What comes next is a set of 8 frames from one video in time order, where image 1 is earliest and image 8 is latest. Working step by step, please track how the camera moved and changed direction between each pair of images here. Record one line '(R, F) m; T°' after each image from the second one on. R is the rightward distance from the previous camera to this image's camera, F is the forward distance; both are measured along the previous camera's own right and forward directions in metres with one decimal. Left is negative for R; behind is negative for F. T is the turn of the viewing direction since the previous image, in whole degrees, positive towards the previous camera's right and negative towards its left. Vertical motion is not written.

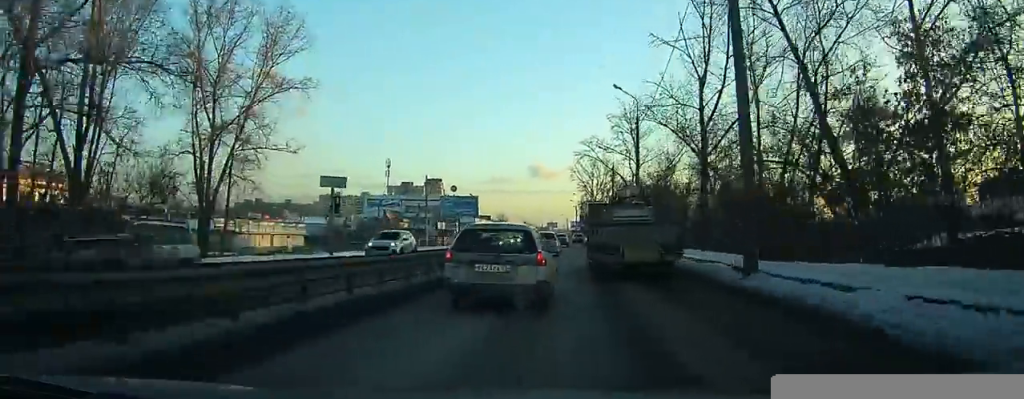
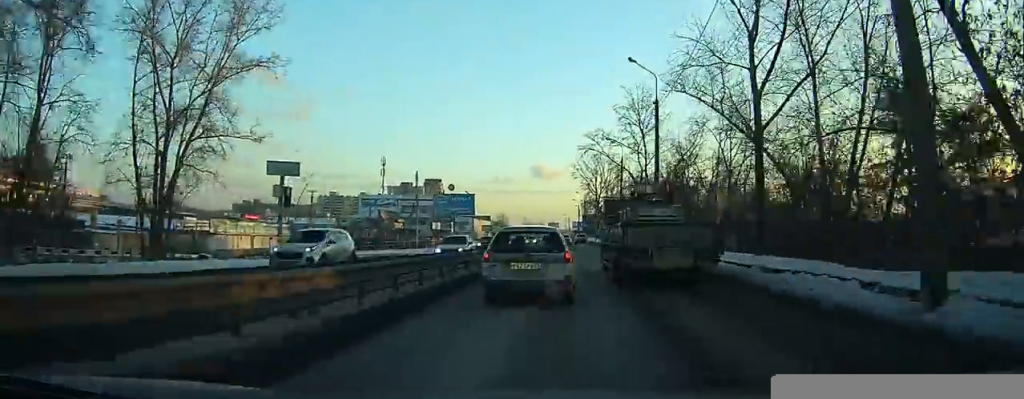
(0.0, +5.9) m; 0°
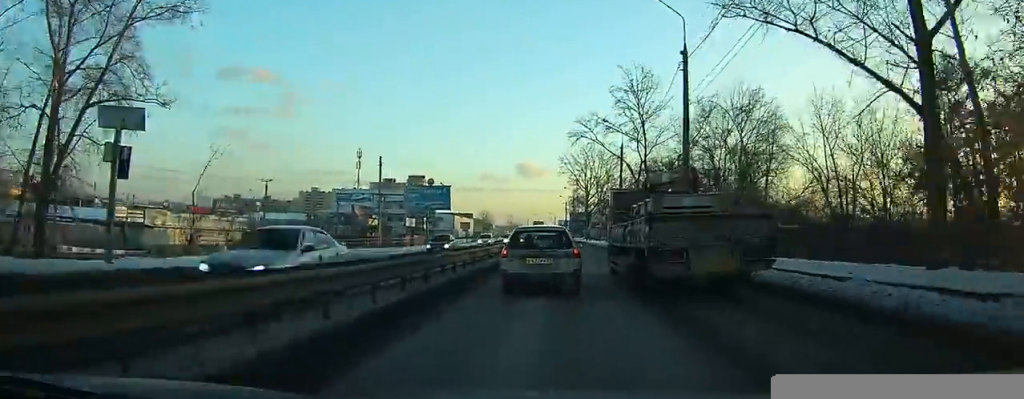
(-0.1, +8.9) m; -1°
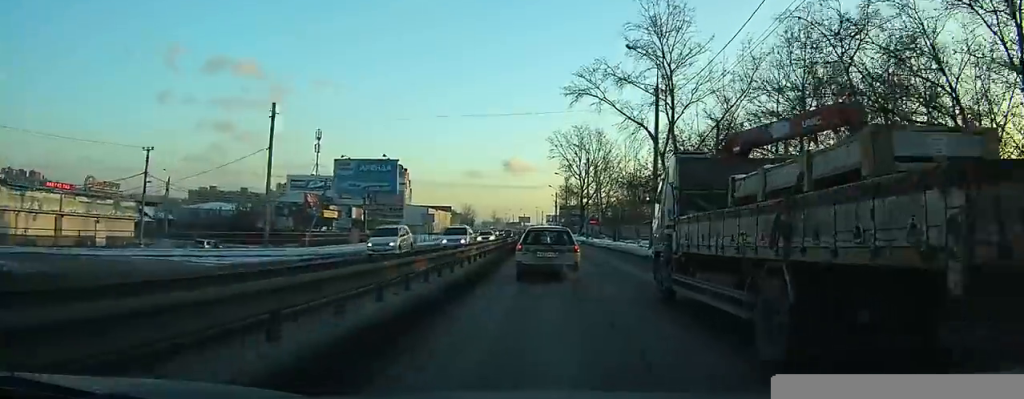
(0.0, +19.8) m; 0°
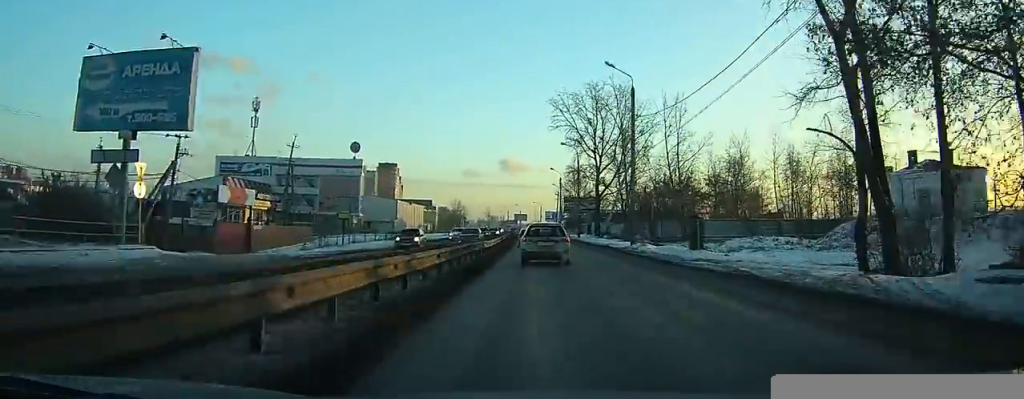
(+0.2, +31.2) m; +1°
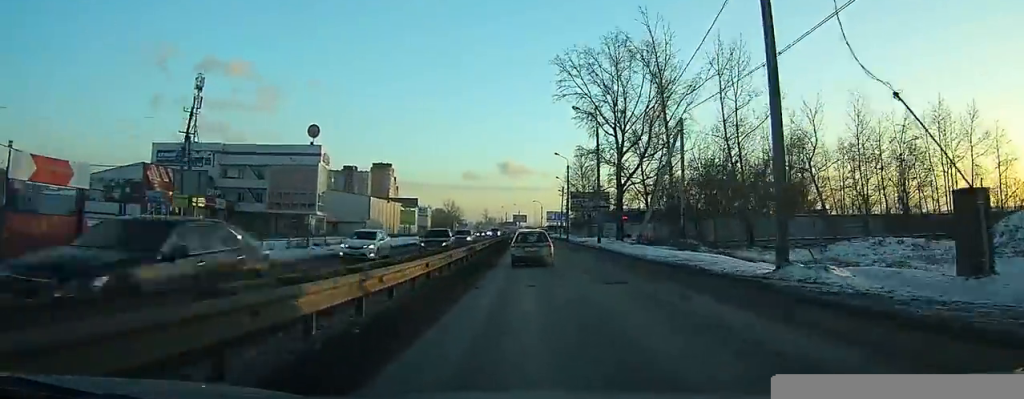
(+0.1, +20.2) m; 0°
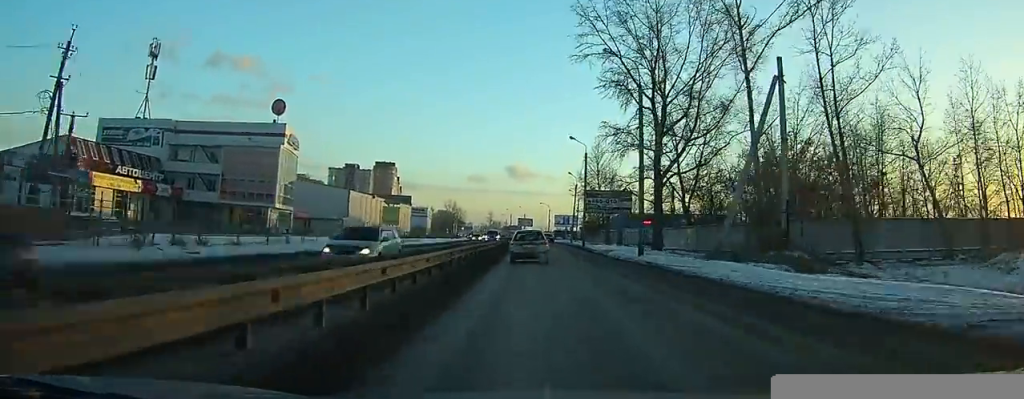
(0.0, +15.4) m; +1°
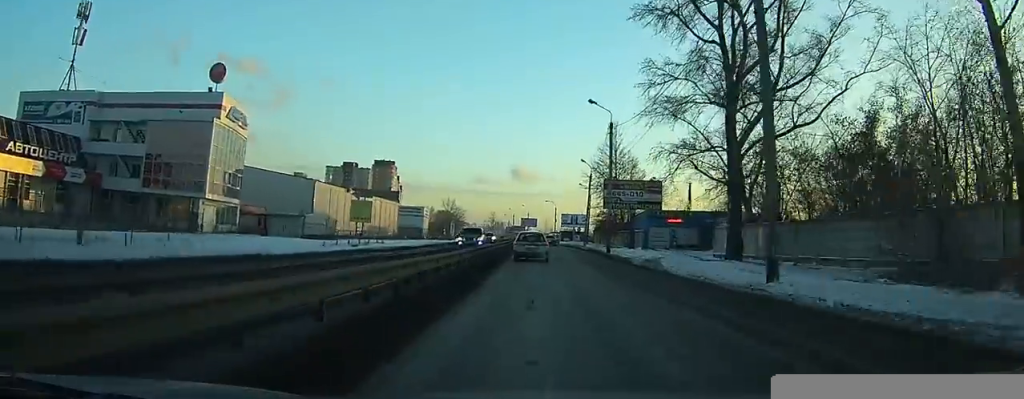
(+0.2, +16.1) m; 0°
